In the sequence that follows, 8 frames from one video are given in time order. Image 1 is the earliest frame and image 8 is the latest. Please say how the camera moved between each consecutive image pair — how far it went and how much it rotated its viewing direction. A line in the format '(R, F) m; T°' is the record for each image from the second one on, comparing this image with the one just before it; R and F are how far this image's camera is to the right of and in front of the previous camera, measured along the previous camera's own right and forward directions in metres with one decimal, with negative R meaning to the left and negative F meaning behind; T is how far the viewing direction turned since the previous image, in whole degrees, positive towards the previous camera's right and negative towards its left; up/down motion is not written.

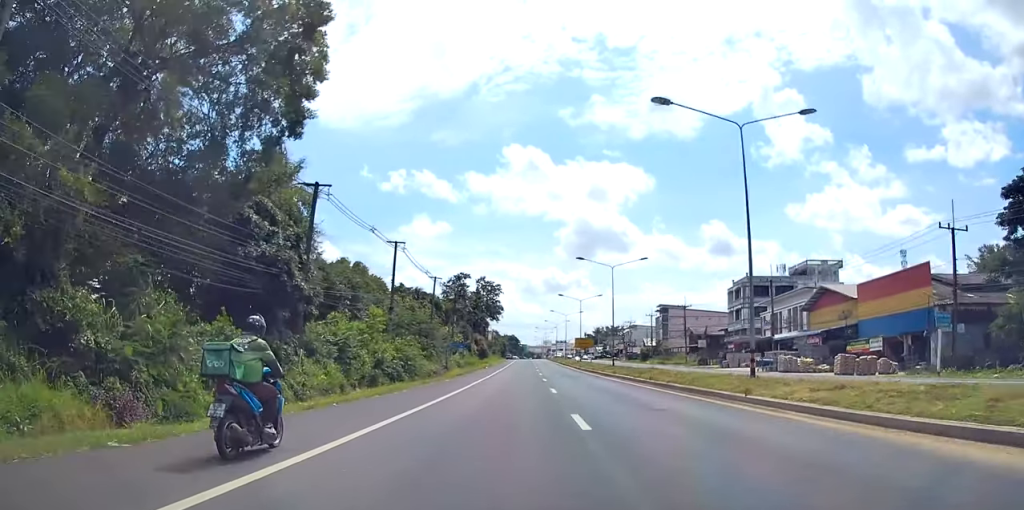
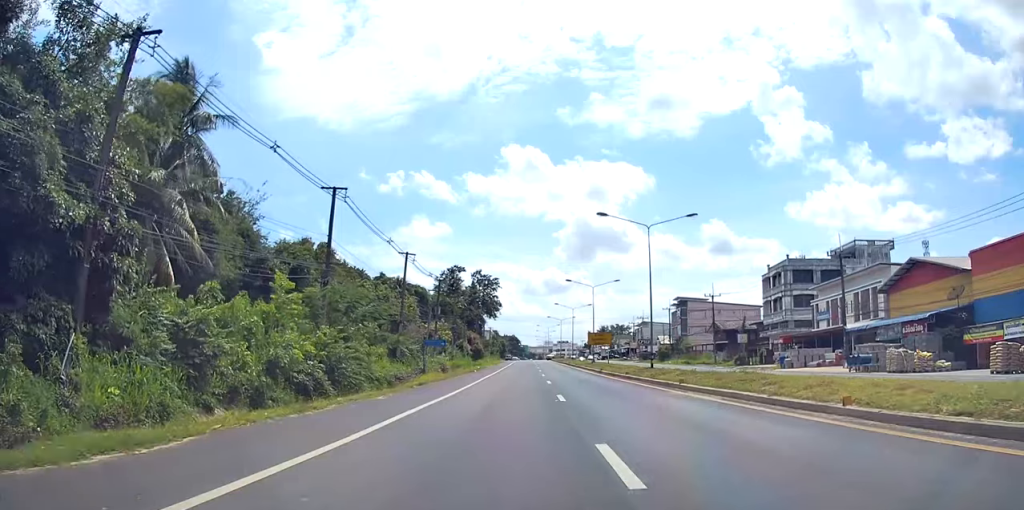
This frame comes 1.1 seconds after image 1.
(-0.6, +17.3) m; -2°
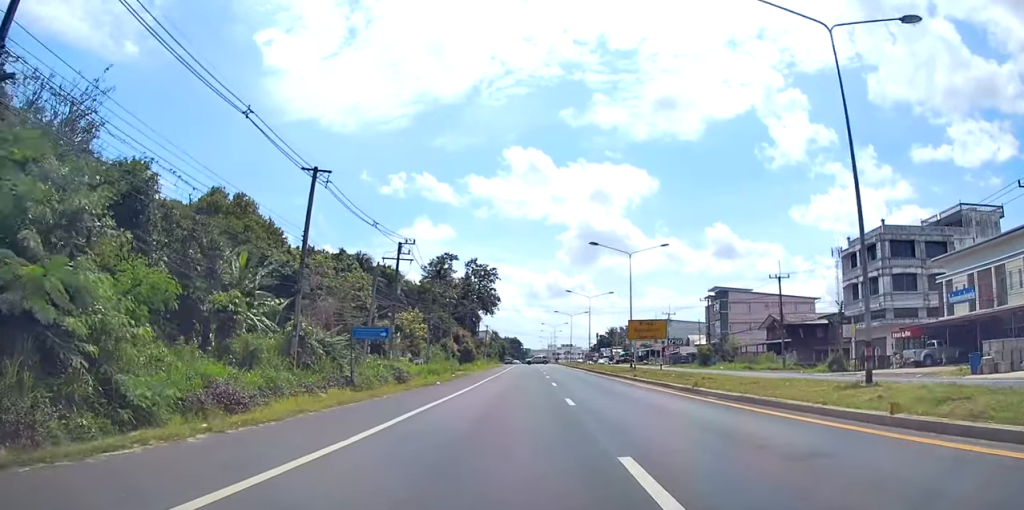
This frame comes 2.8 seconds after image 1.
(-0.1, +25.0) m; -1°
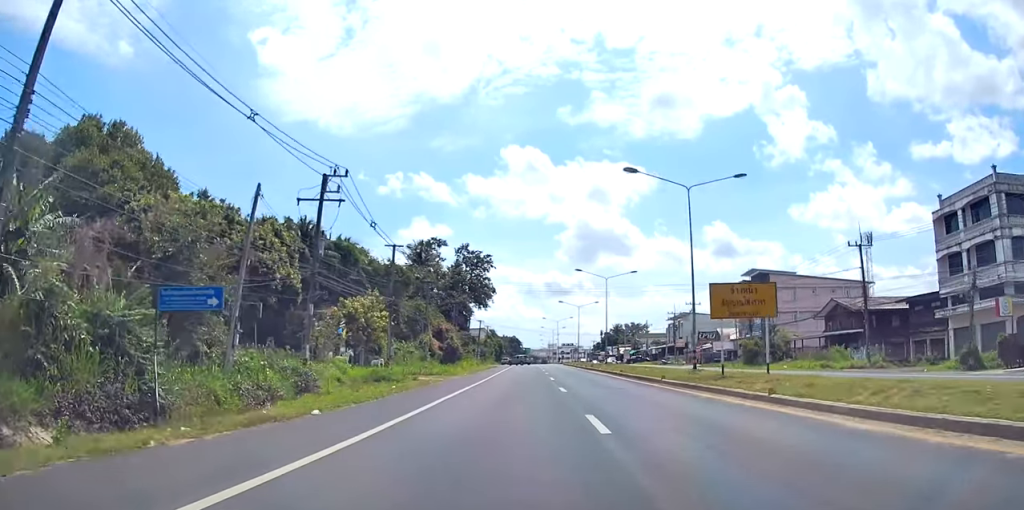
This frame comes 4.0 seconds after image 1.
(-0.2, +19.0) m; +1°
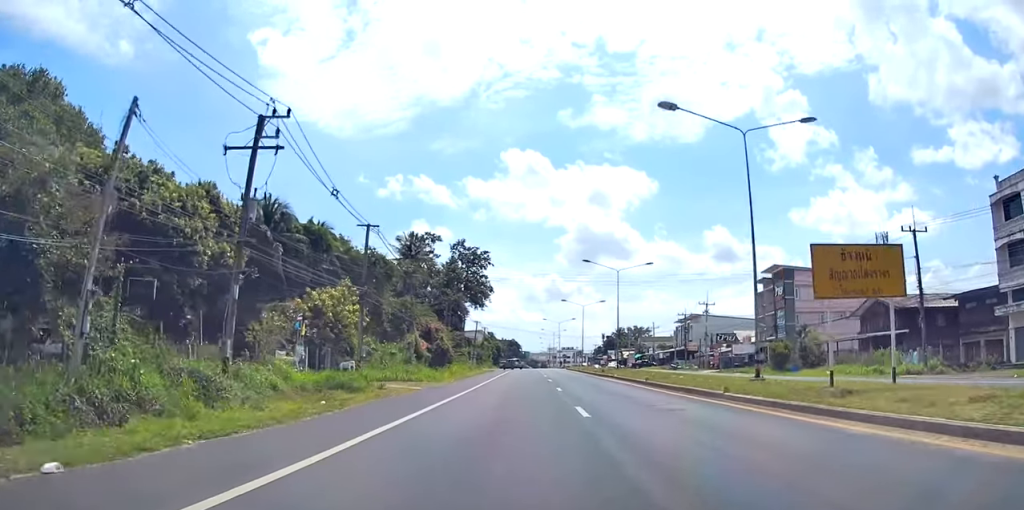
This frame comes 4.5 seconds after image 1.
(+0.3, +8.5) m; +1°
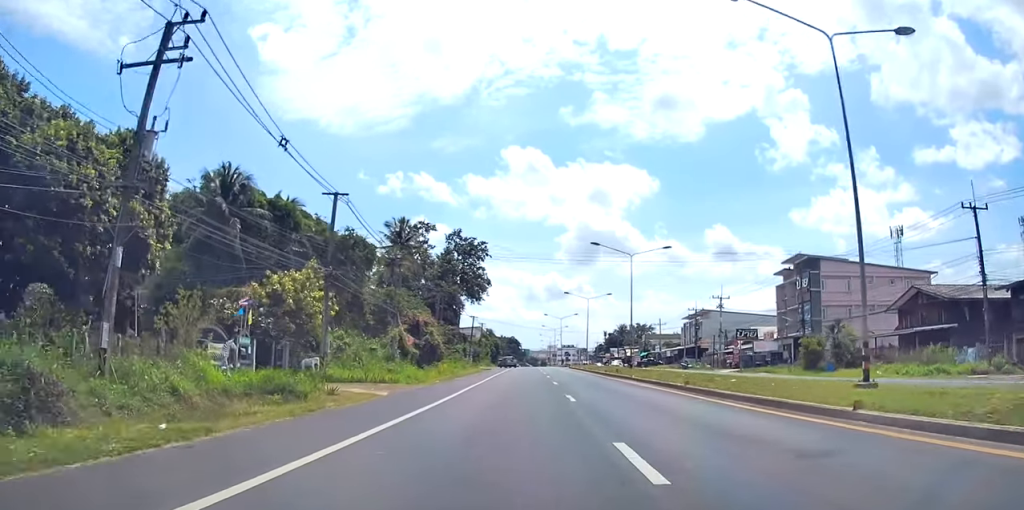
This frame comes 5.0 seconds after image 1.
(+0.2, +7.2) m; 0°
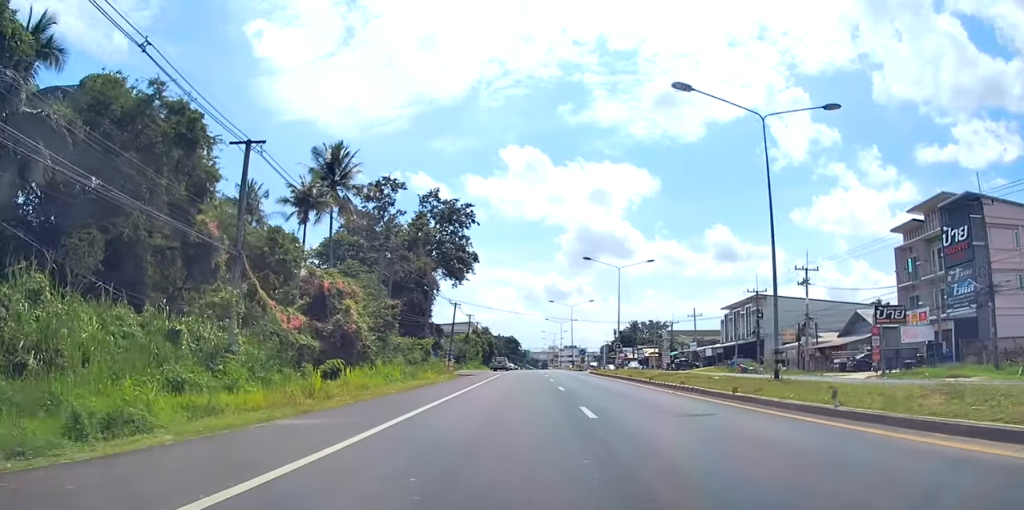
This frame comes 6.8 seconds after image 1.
(-0.6, +29.1) m; -2°
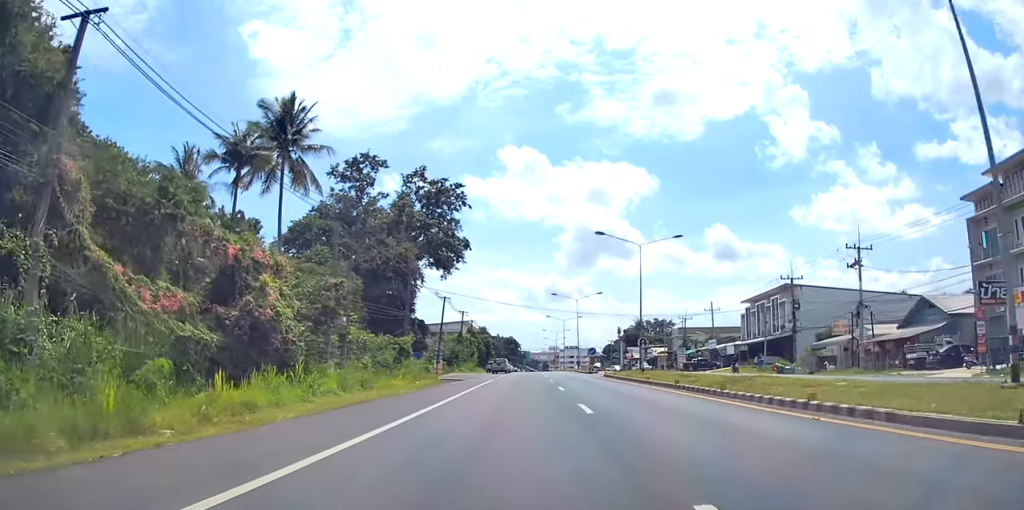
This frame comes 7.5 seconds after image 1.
(0.0, +10.9) m; +1°
